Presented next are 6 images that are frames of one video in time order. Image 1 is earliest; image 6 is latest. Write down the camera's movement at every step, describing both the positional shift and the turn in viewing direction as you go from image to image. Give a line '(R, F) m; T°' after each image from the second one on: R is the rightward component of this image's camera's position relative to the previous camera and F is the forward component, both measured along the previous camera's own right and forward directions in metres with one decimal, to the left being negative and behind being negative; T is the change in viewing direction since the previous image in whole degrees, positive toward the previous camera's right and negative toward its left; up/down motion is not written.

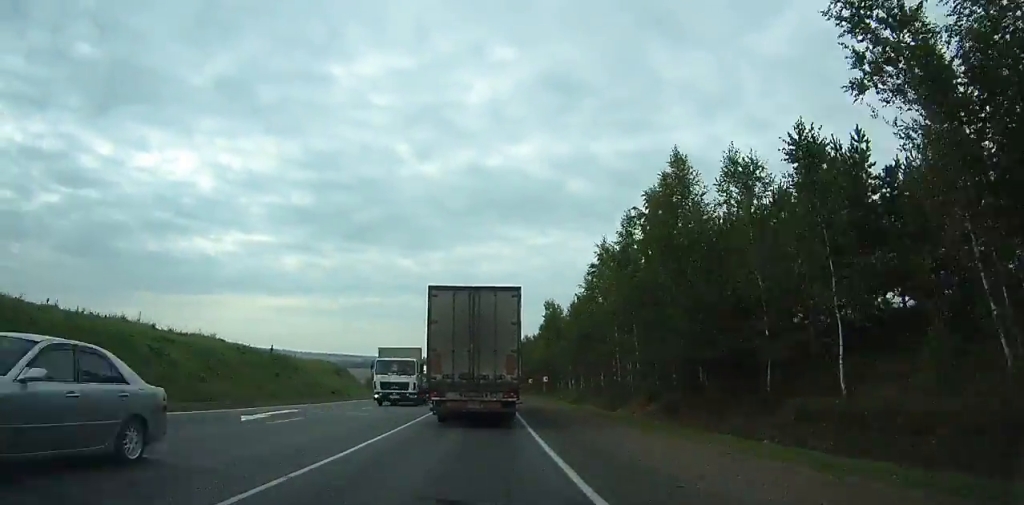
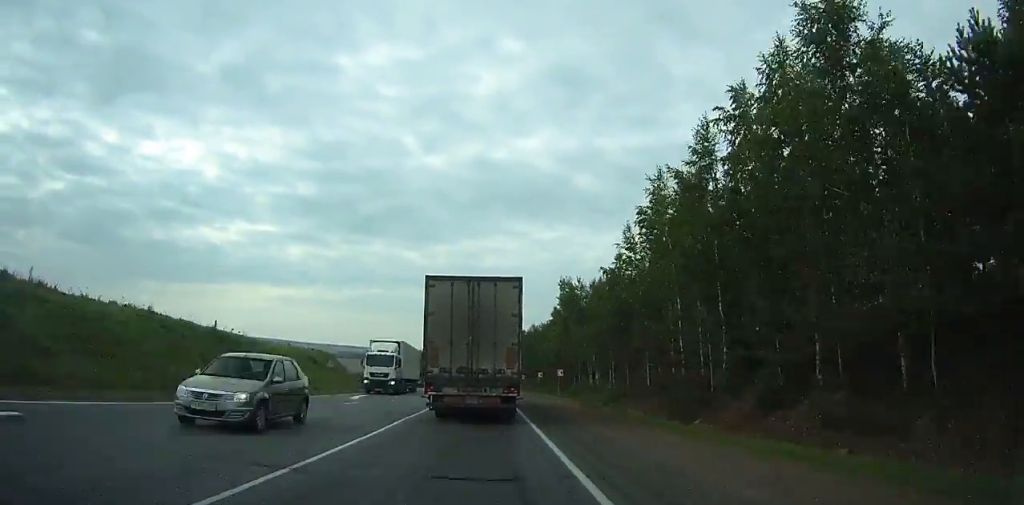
(-0.1, +14.9) m; 0°
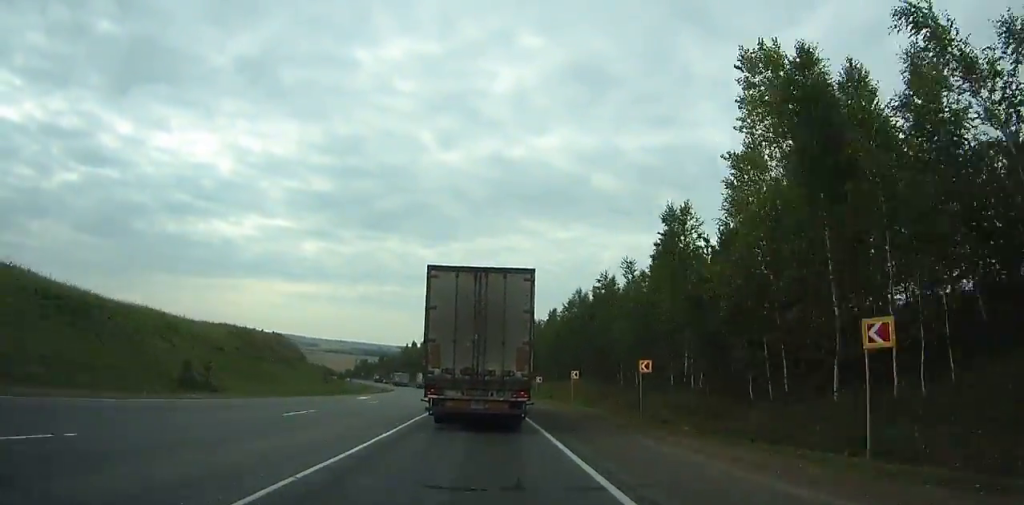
(-0.7, +57.2) m; -1°
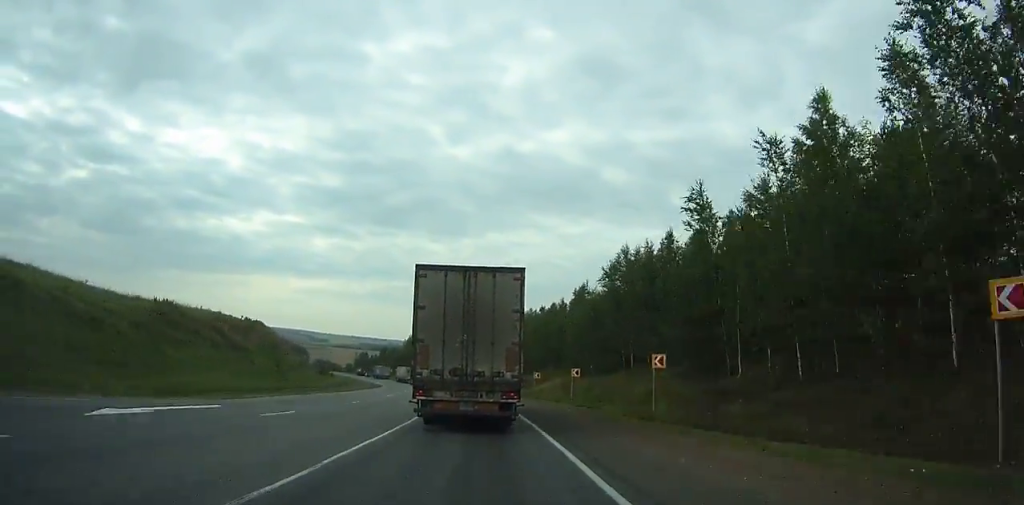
(-0.1, +26.0) m; -1°
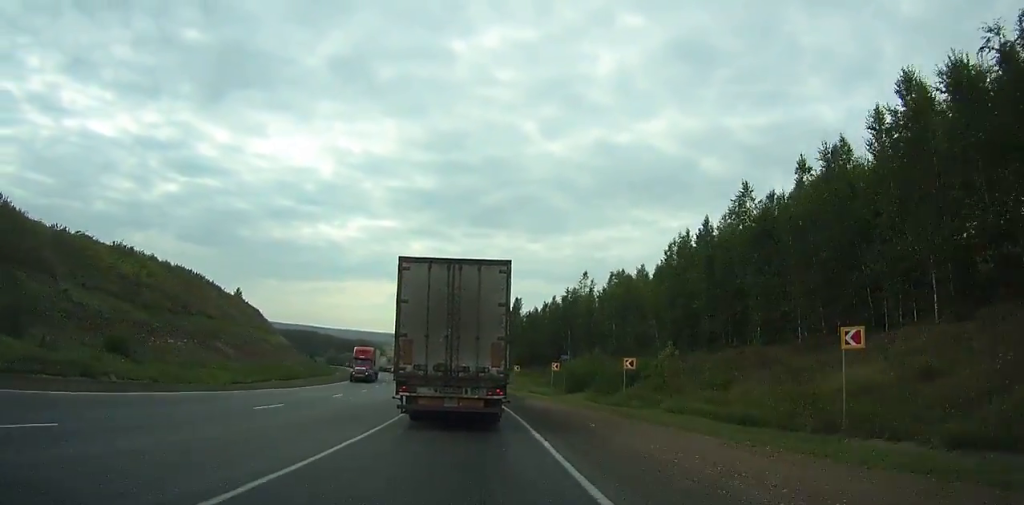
(-6.1, +93.7) m; -9°
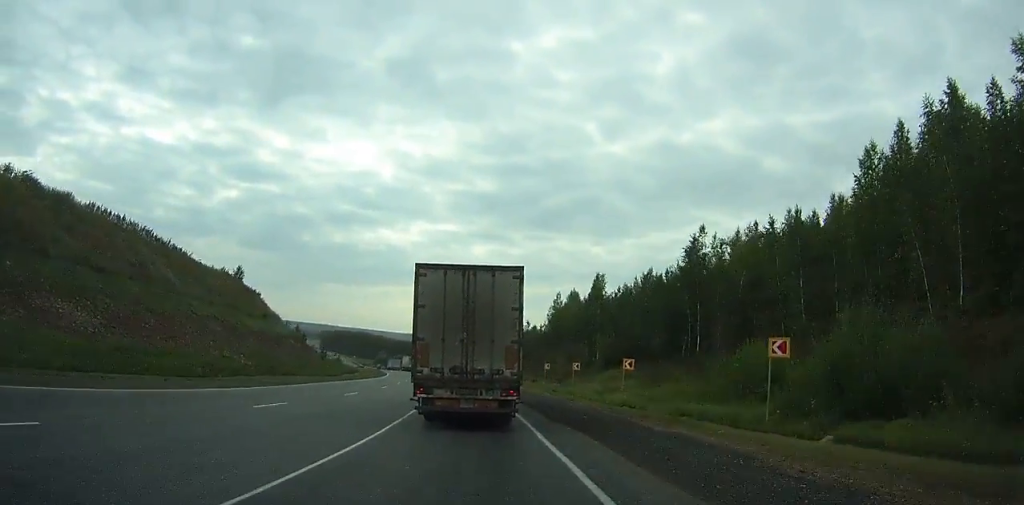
(-1.5, +35.5) m; -5°
